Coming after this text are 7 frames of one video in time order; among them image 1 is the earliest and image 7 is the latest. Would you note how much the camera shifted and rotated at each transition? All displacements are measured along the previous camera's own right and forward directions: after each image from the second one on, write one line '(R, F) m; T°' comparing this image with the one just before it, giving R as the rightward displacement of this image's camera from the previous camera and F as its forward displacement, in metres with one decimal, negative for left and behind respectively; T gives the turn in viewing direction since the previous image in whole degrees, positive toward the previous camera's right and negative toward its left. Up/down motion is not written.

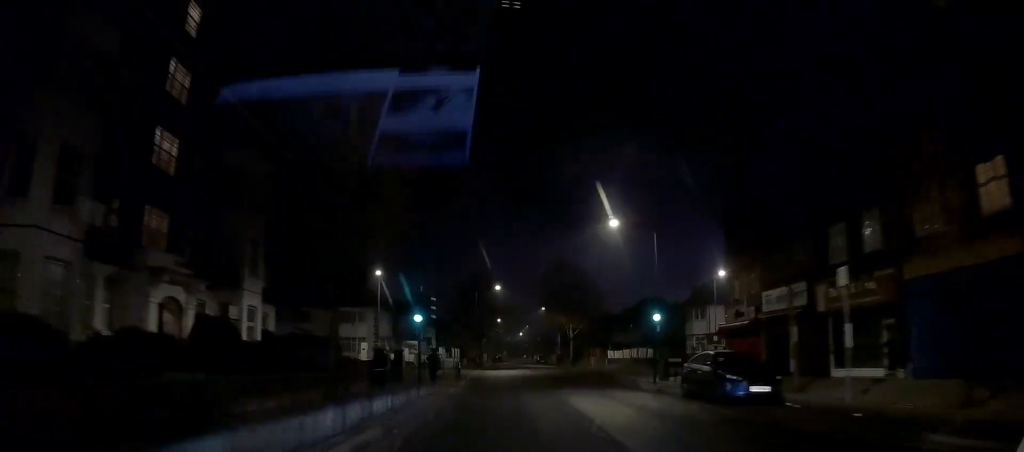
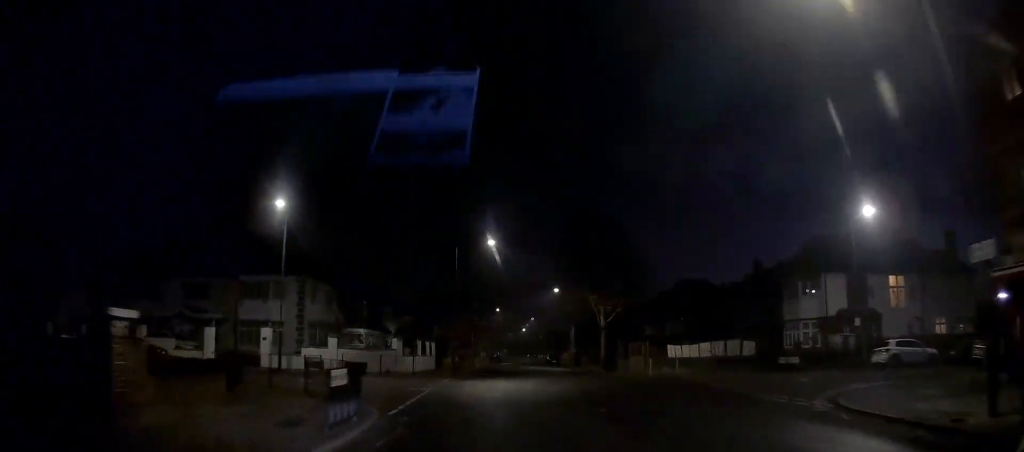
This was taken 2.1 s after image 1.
(+0.1, +23.5) m; +1°
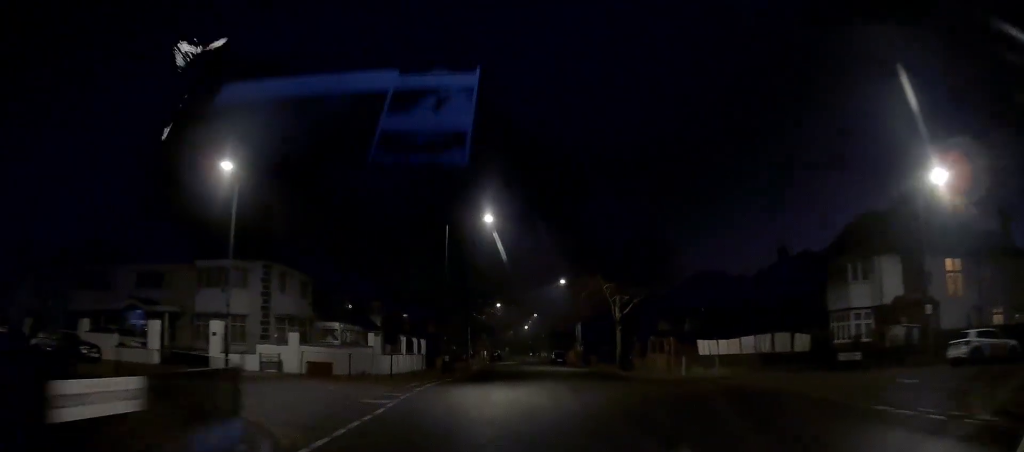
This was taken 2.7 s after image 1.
(0.0, +6.3) m; 0°
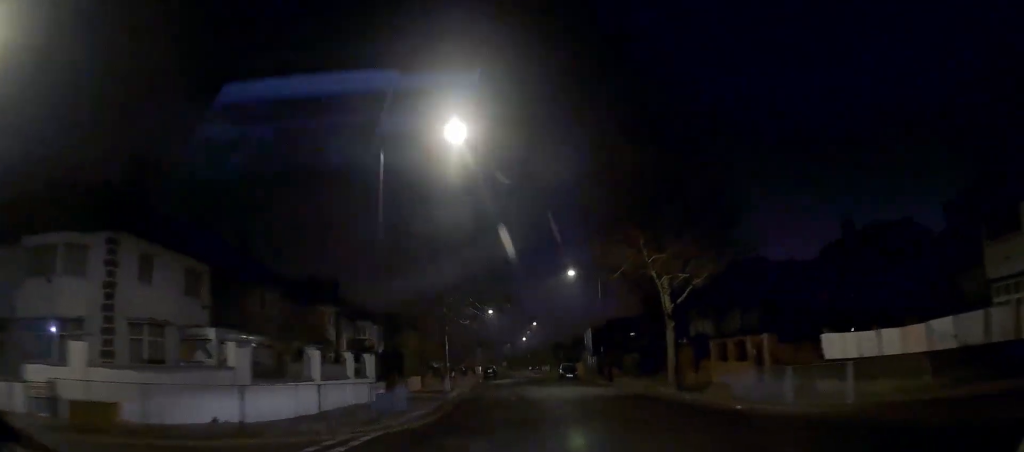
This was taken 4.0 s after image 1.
(0.0, +14.6) m; +1°
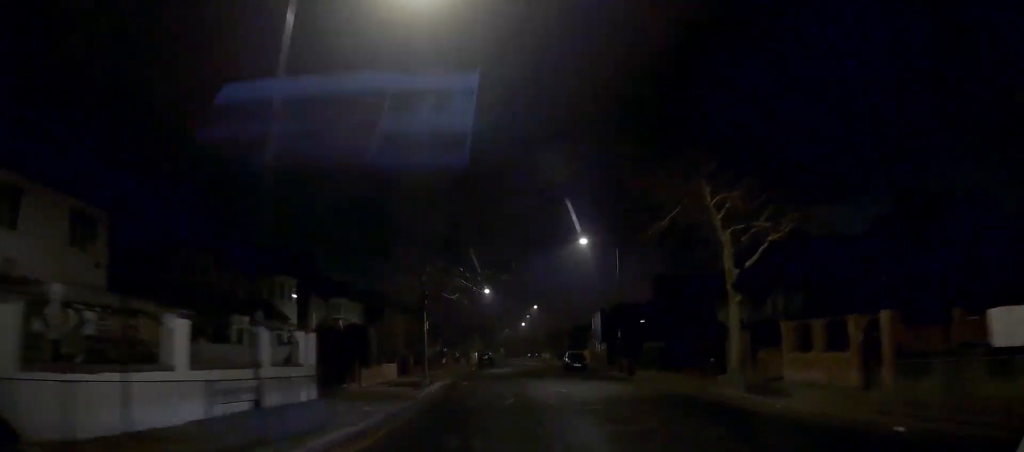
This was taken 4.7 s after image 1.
(+0.2, +8.1) m; 0°
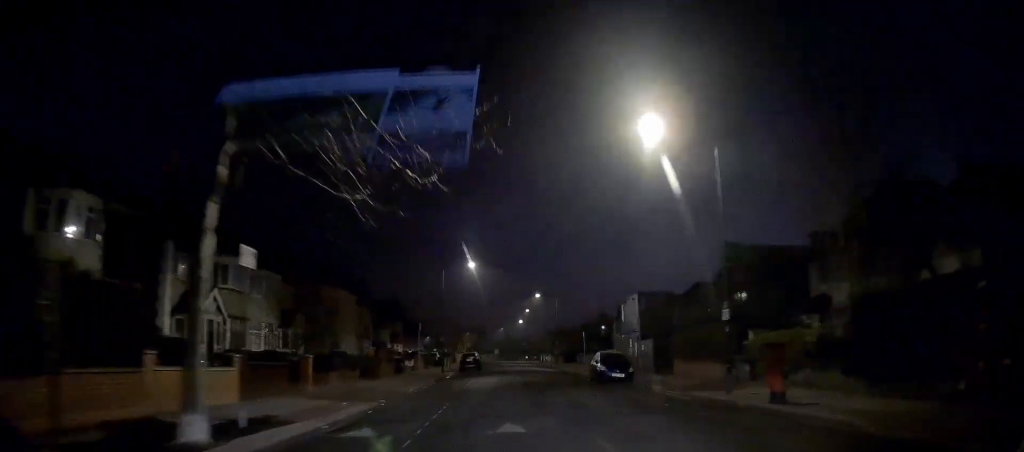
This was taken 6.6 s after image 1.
(-0.2, +20.1) m; +1°
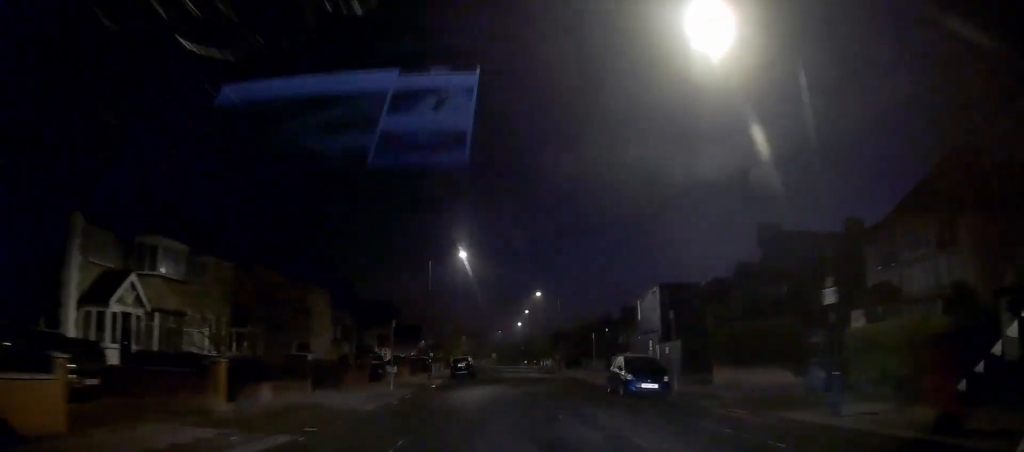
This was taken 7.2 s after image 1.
(0.0, +6.7) m; 0°
